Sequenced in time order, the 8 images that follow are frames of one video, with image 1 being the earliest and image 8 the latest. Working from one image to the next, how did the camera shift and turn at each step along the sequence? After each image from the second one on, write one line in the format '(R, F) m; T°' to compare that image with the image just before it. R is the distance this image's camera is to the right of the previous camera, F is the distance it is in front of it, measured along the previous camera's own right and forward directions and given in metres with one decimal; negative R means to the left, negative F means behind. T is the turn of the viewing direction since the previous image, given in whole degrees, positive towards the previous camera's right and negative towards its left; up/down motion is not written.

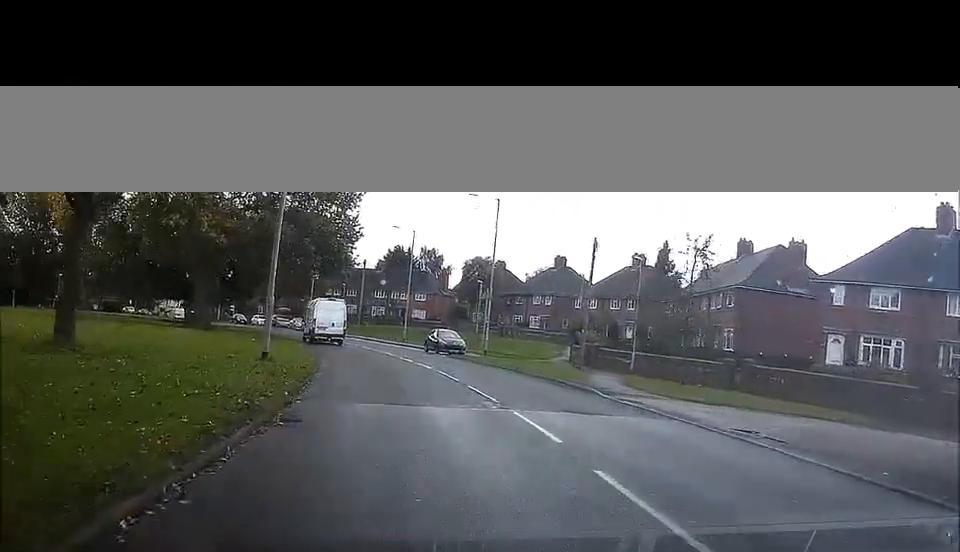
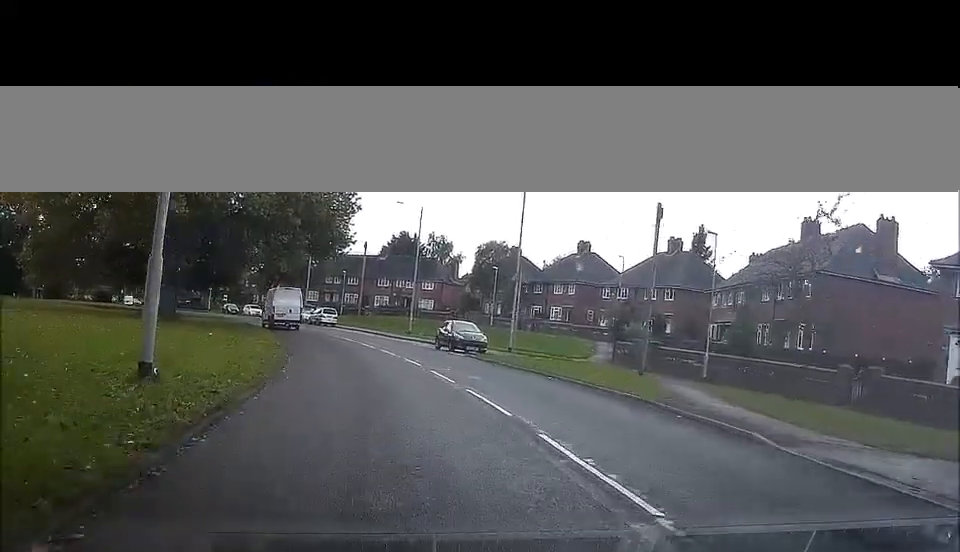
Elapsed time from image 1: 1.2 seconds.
(0.0, +8.4) m; 0°
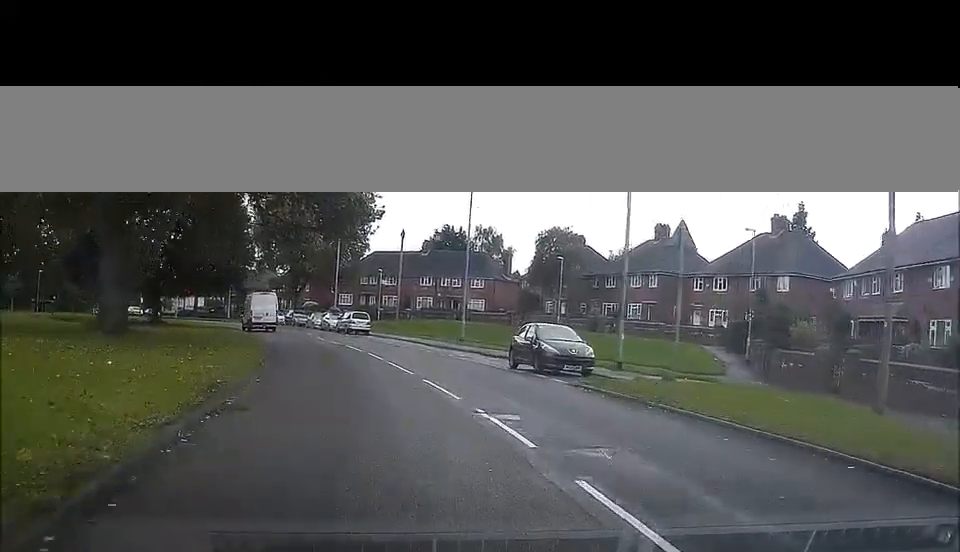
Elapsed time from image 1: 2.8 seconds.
(+0.1, +13.6) m; +1°
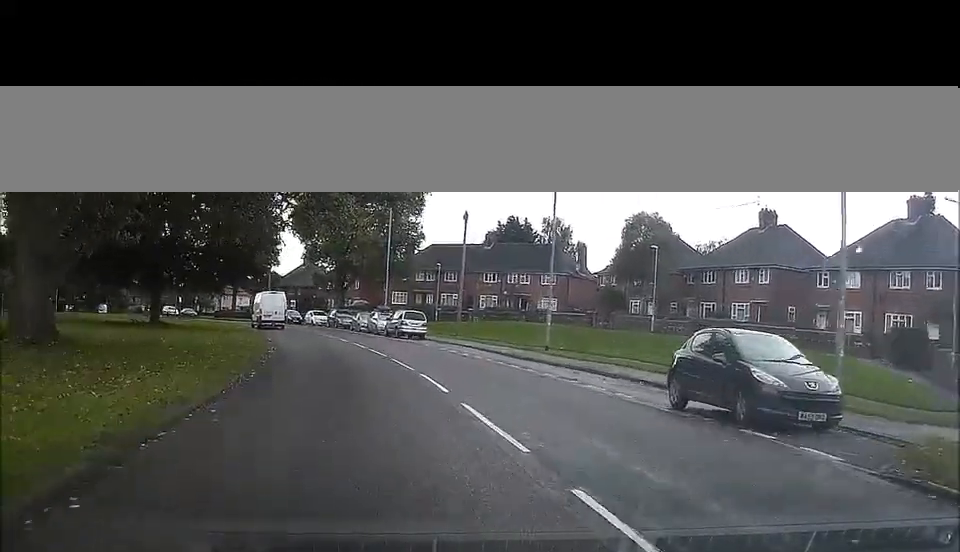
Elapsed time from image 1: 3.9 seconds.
(-0.1, +11.1) m; -1°
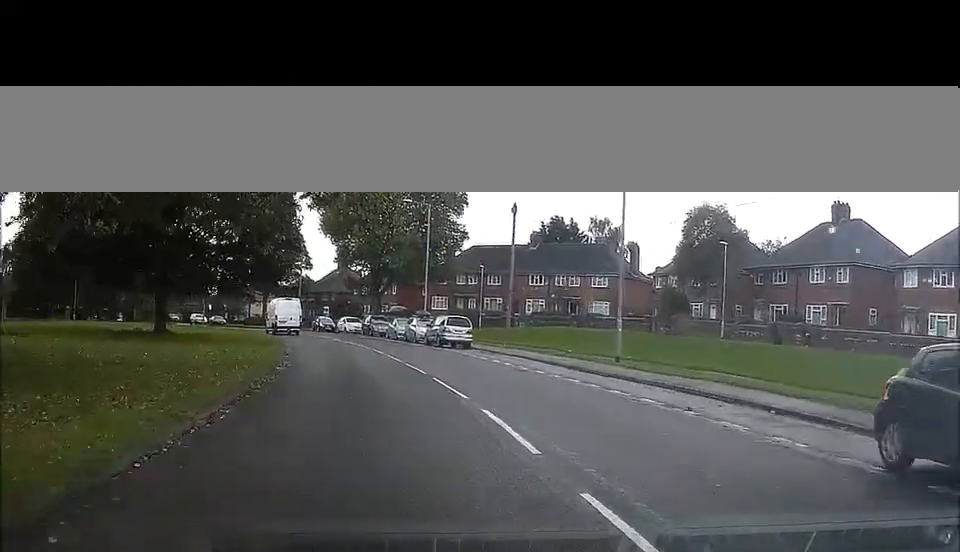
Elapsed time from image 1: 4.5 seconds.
(0.0, +5.9) m; -1°
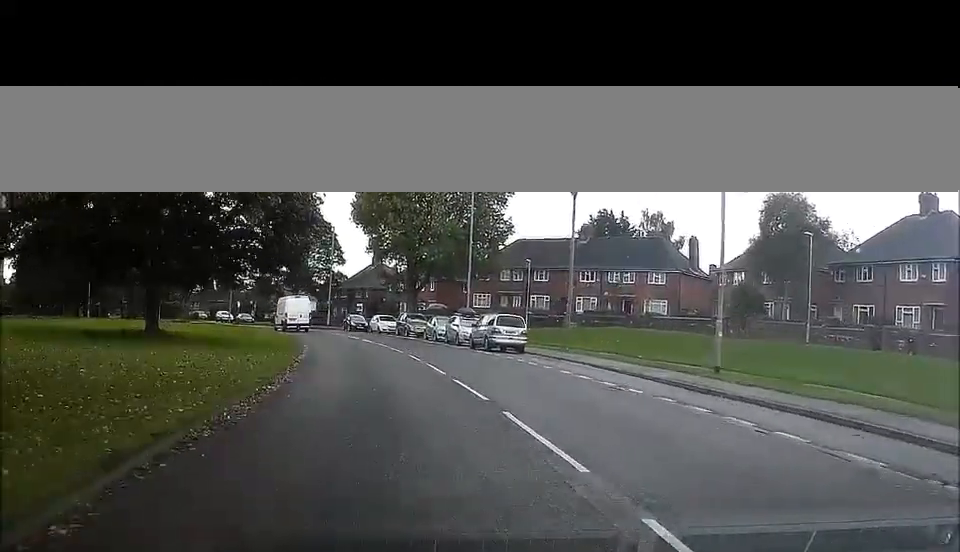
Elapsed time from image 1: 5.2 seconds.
(-0.1, +6.8) m; -1°
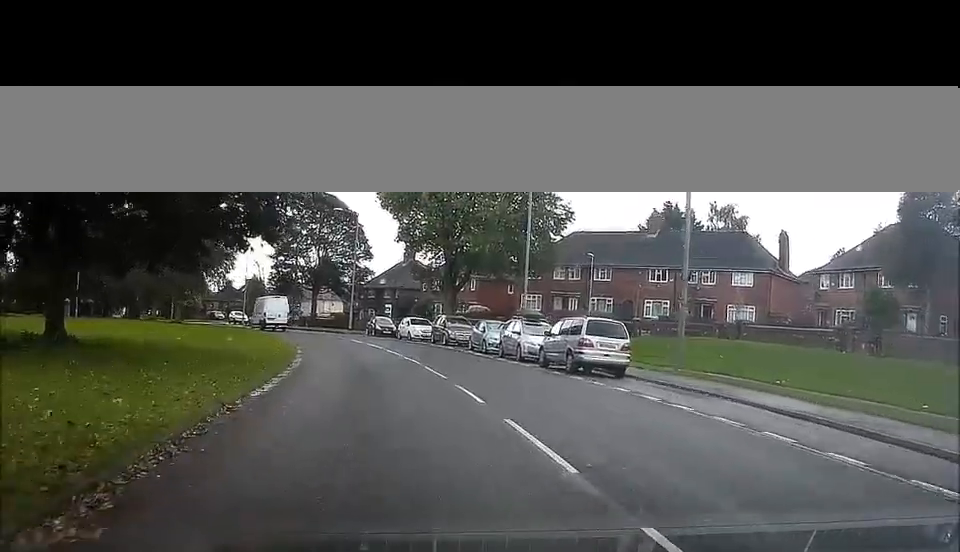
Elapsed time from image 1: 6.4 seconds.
(-0.2, +12.1) m; -3°
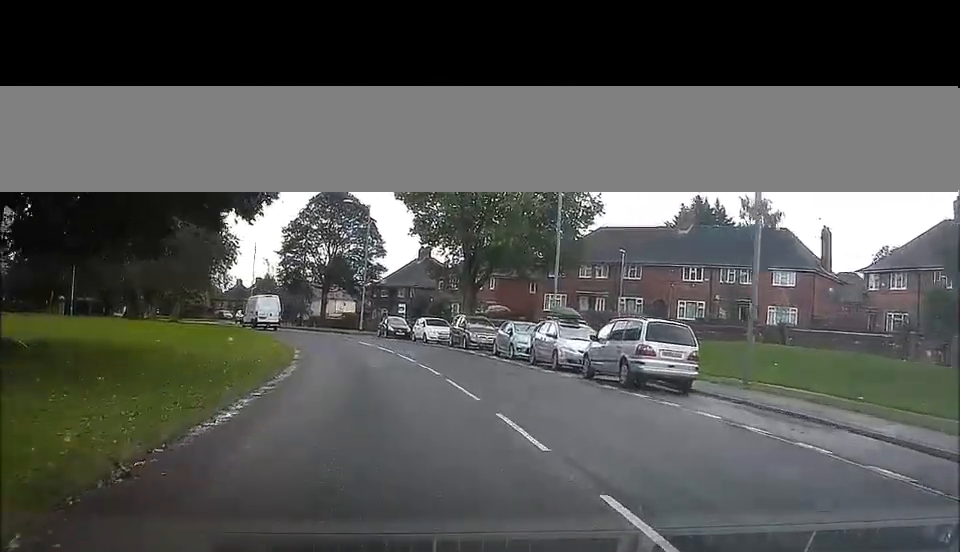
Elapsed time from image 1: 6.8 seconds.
(-0.1, +4.6) m; -2°
